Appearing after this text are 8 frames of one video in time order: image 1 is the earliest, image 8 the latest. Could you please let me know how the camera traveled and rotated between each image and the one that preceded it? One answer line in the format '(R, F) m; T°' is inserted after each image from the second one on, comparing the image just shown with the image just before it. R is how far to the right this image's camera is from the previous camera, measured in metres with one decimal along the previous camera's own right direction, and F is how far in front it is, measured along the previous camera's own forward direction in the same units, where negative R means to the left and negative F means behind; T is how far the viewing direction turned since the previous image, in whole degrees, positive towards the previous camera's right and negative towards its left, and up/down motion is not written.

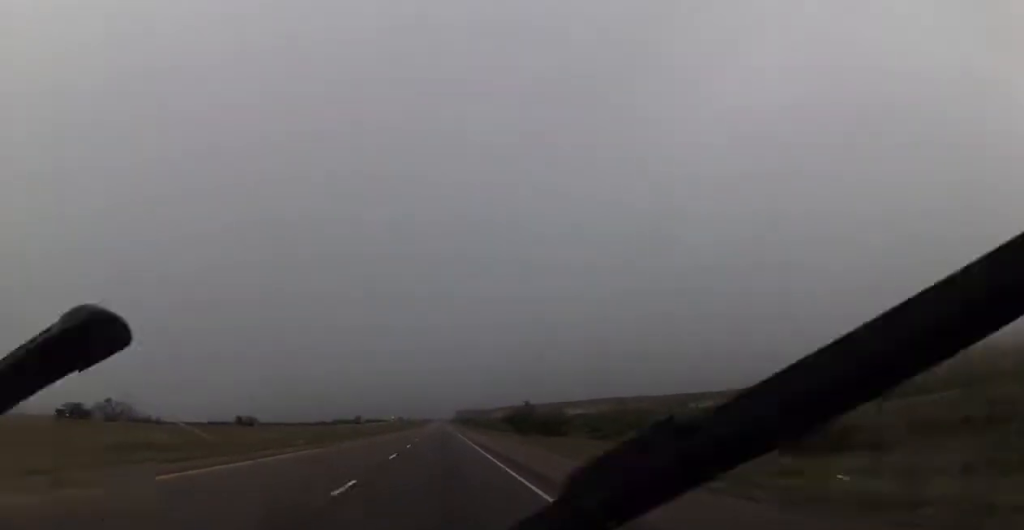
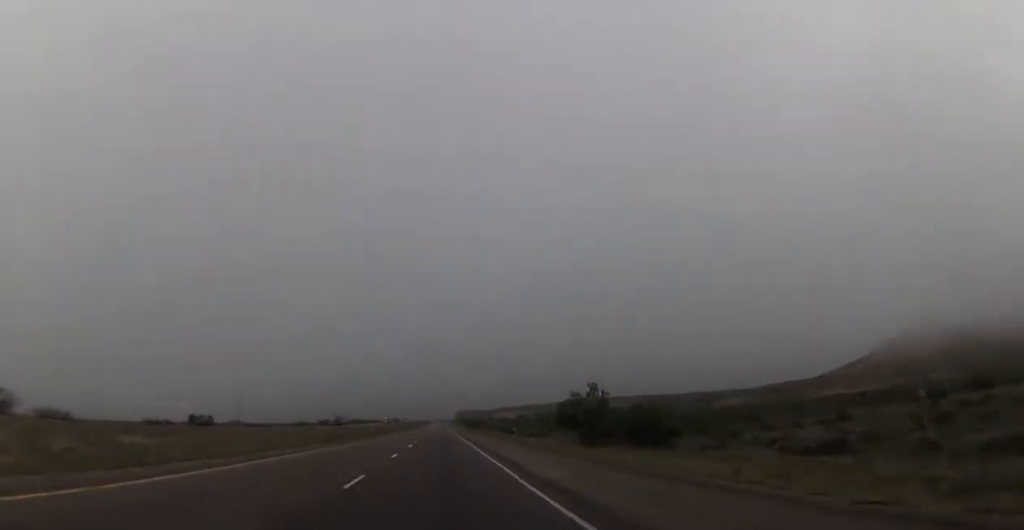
(0.0, +34.7) m; 0°
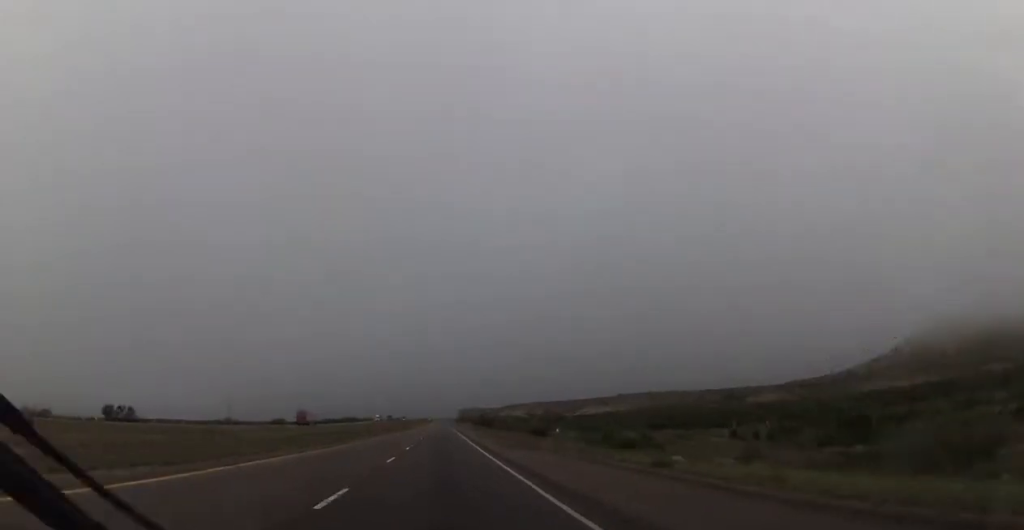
(0.0, +40.0) m; 0°
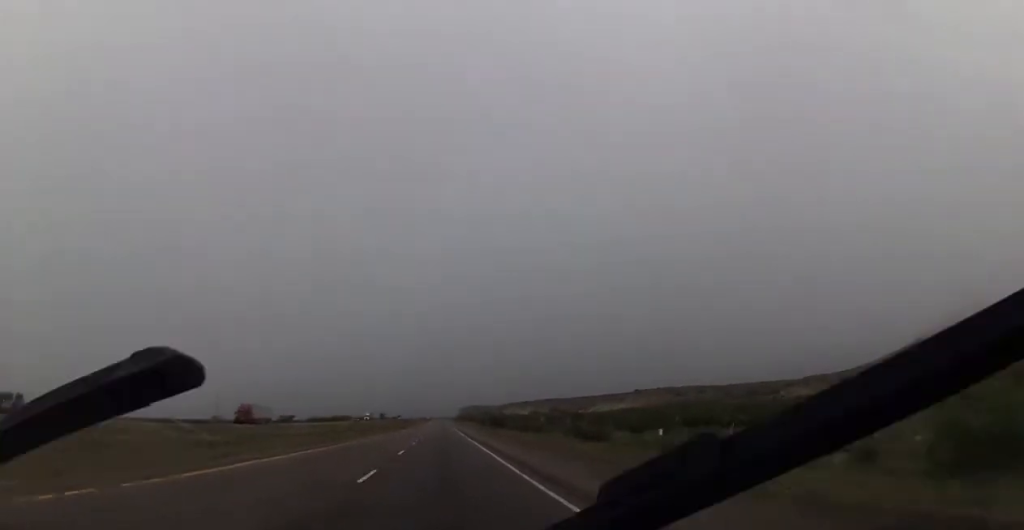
(0.0, +32.3) m; 0°
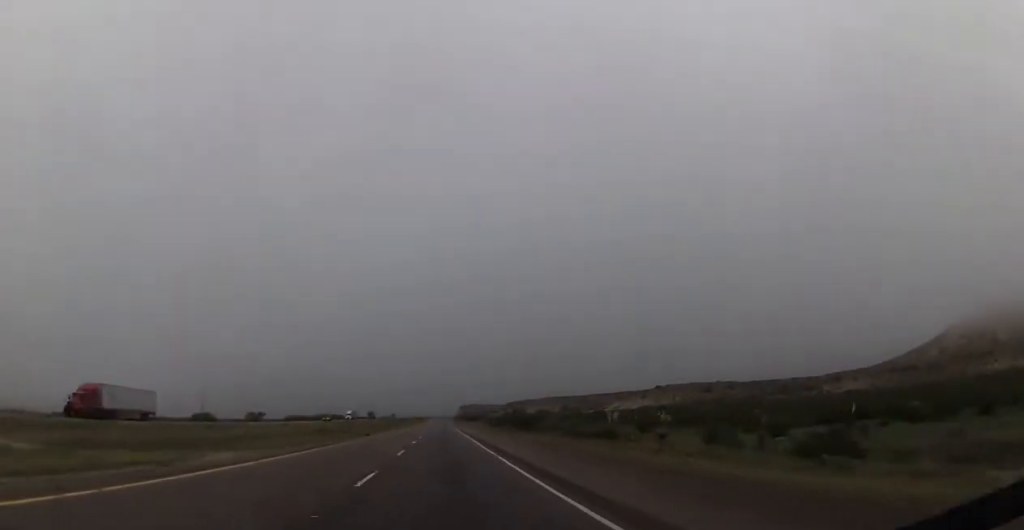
(-0.2, +37.5) m; -1°
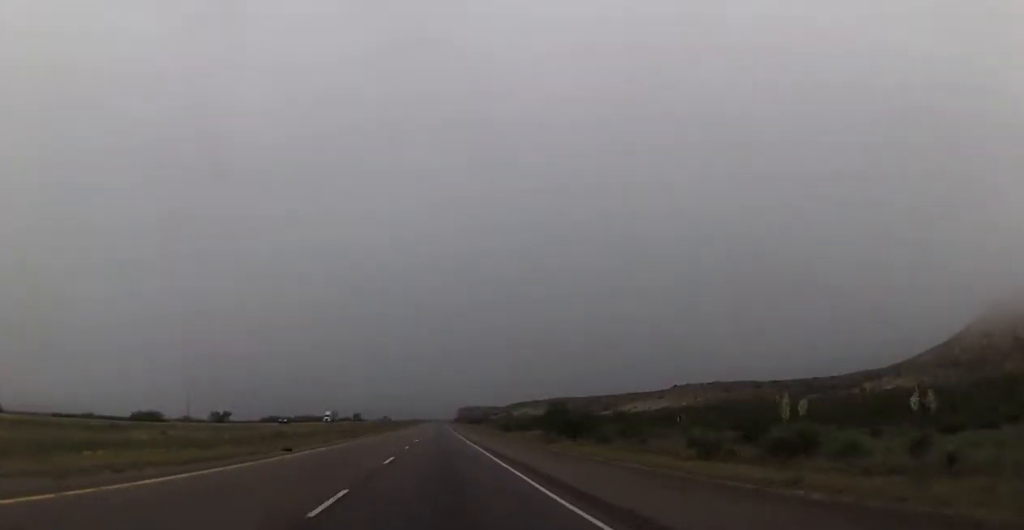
(-0.4, +28.3) m; 0°
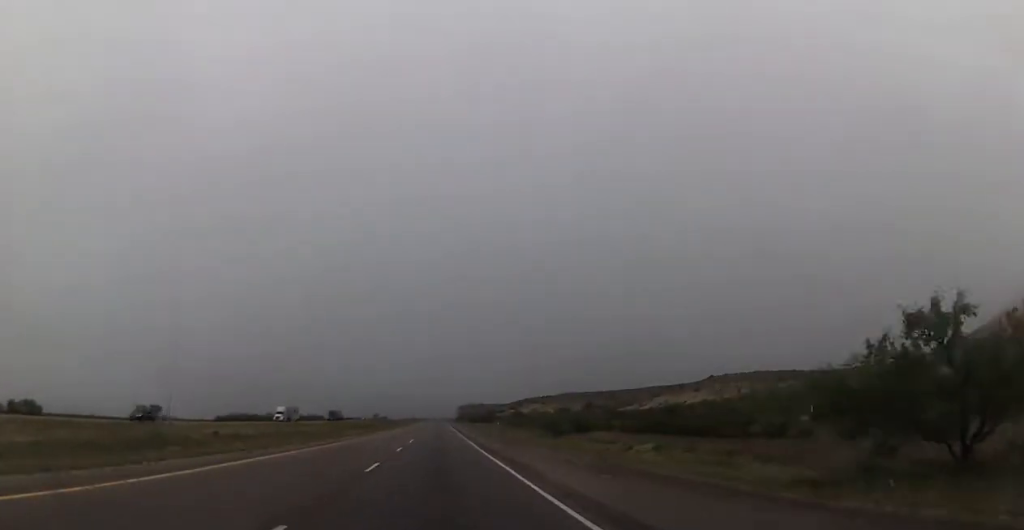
(+0.5, +41.0) m; +1°
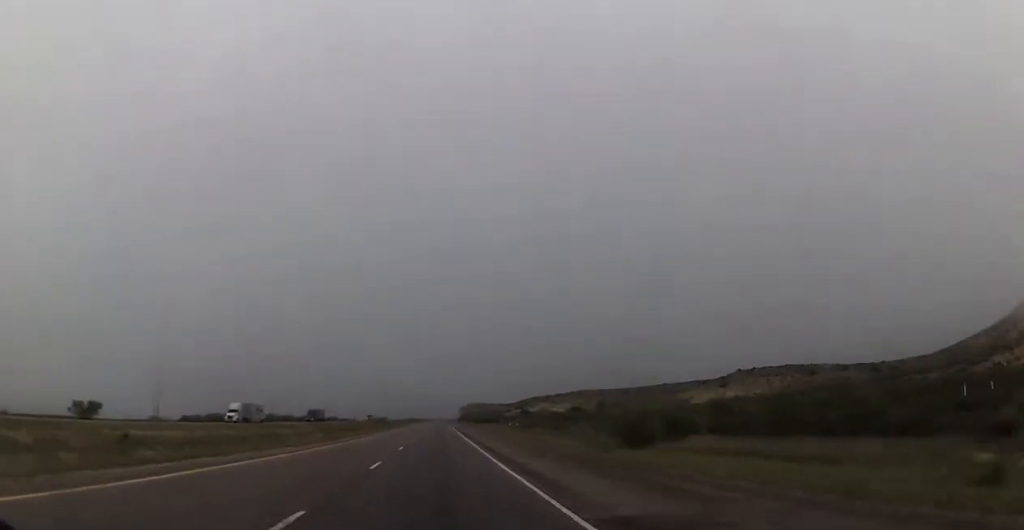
(0.0, +23.0) m; 0°
